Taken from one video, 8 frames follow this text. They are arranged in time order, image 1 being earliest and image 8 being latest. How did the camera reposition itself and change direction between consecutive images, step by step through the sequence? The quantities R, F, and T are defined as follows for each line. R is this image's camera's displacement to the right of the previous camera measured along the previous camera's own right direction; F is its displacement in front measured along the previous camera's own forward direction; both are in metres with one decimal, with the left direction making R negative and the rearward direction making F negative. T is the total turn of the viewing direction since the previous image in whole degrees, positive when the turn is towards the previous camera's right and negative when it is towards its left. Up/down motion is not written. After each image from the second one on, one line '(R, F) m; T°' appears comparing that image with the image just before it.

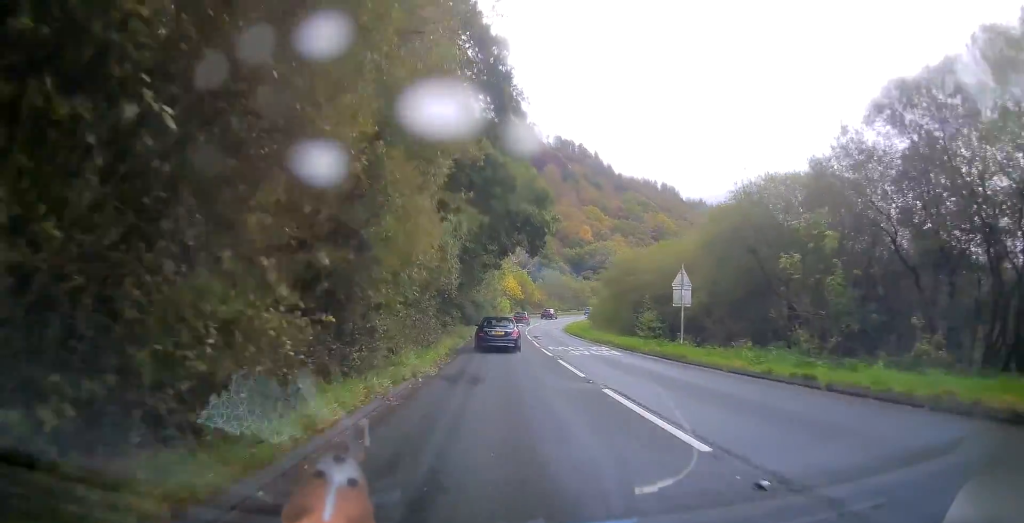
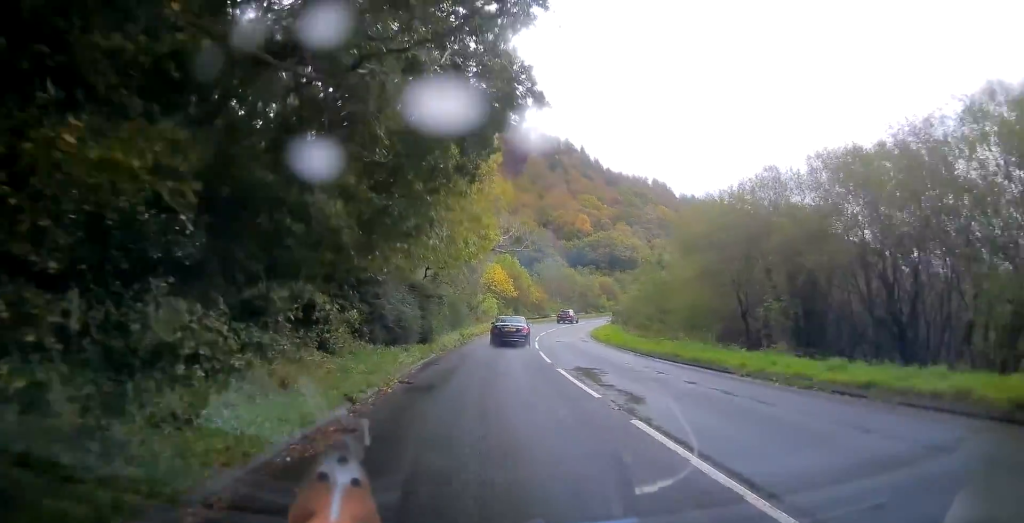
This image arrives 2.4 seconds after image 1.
(+0.8, +32.3) m; +3°
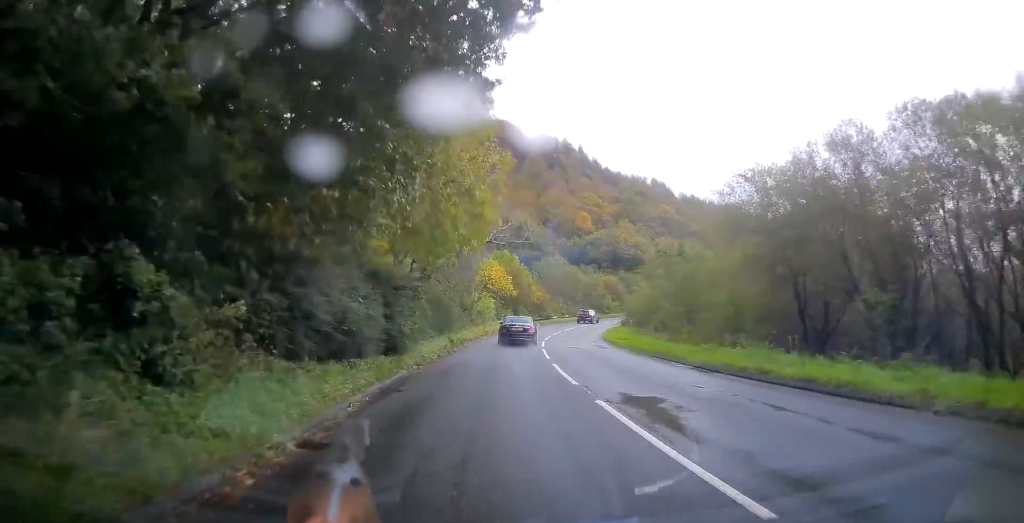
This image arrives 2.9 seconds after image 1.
(0.0, +7.2) m; 0°
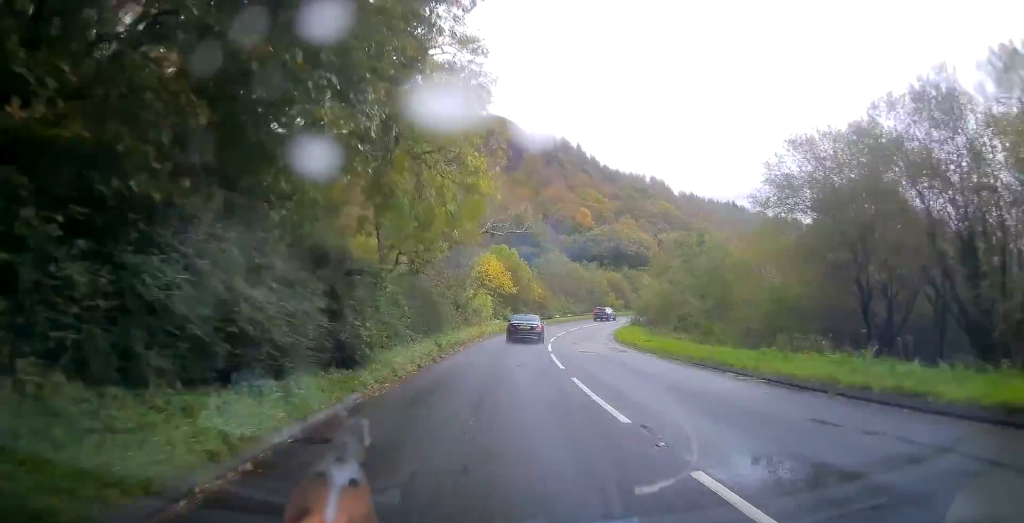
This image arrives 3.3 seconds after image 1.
(0.0, +5.4) m; 0°
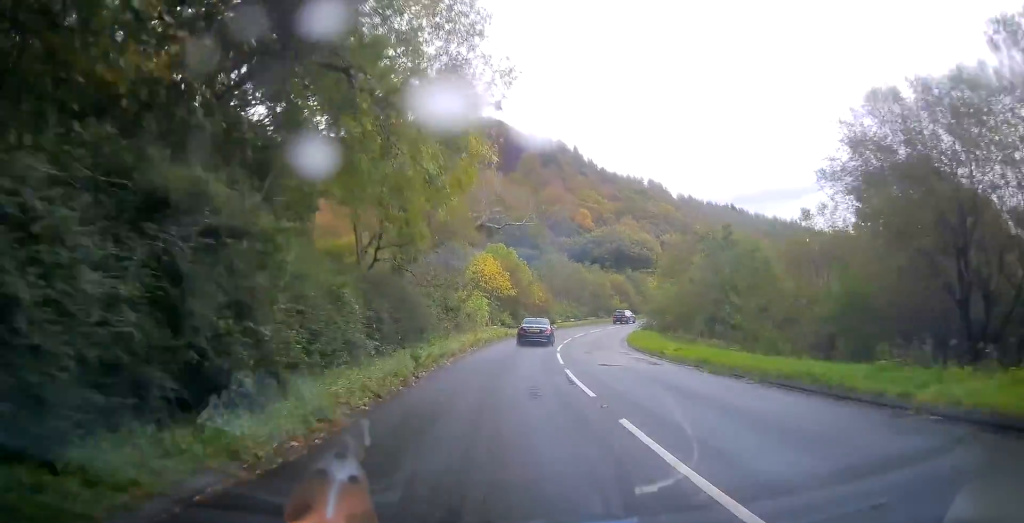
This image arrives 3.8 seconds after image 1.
(-0.1, +6.1) m; 0°
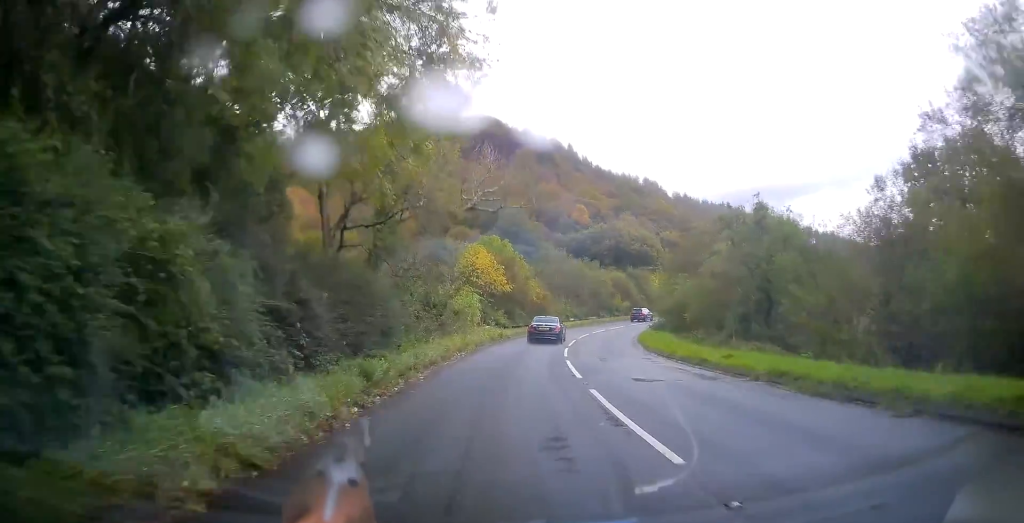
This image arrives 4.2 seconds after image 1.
(-0.1, +6.2) m; 0°
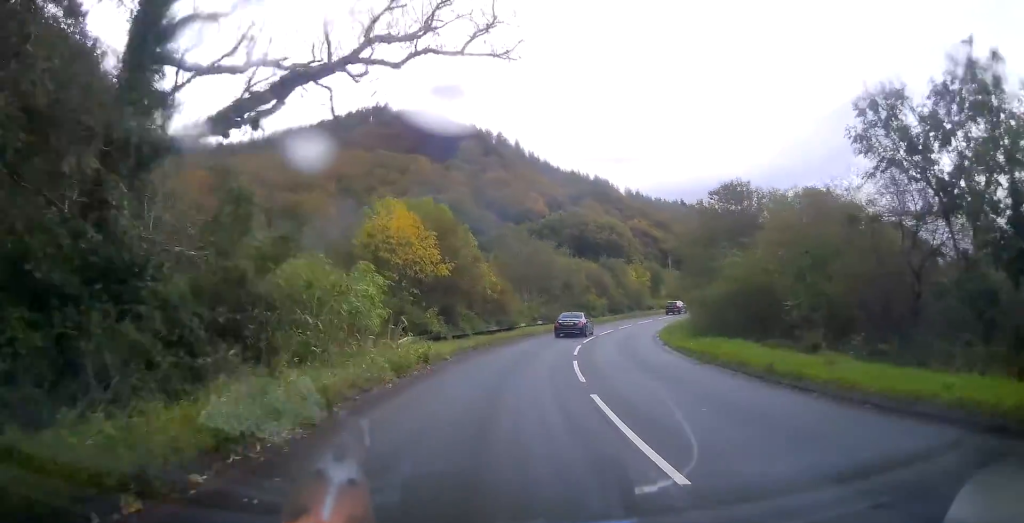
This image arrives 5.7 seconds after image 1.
(+0.4, +18.1) m; +5°
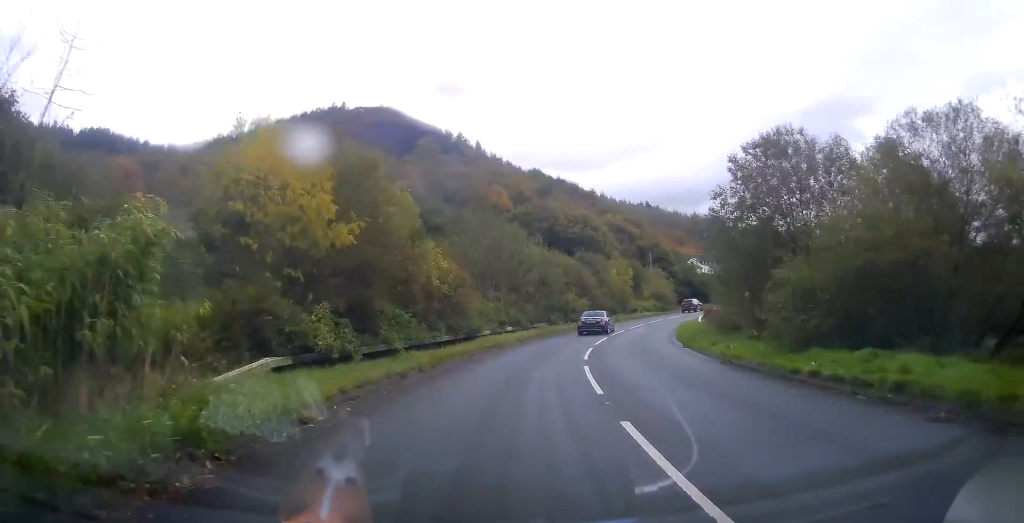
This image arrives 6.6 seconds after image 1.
(+0.4, +10.9) m; +5°
